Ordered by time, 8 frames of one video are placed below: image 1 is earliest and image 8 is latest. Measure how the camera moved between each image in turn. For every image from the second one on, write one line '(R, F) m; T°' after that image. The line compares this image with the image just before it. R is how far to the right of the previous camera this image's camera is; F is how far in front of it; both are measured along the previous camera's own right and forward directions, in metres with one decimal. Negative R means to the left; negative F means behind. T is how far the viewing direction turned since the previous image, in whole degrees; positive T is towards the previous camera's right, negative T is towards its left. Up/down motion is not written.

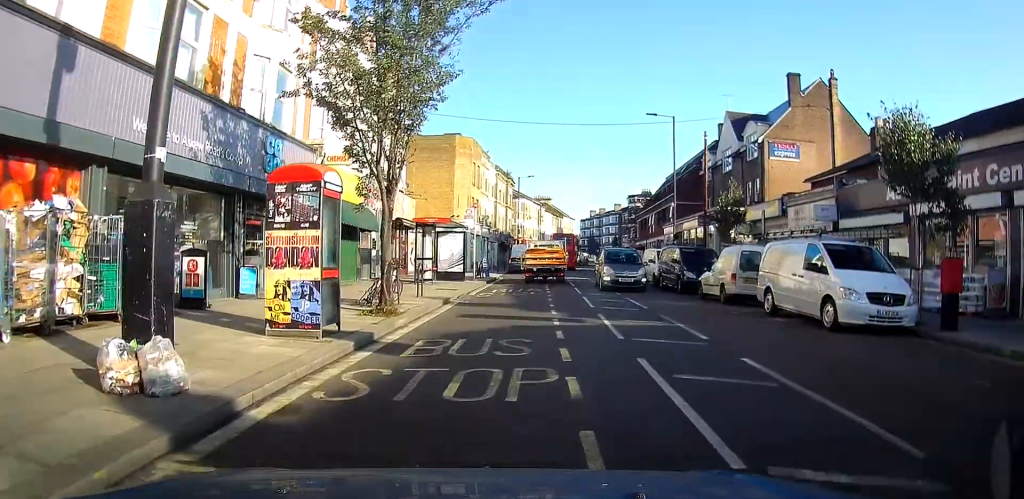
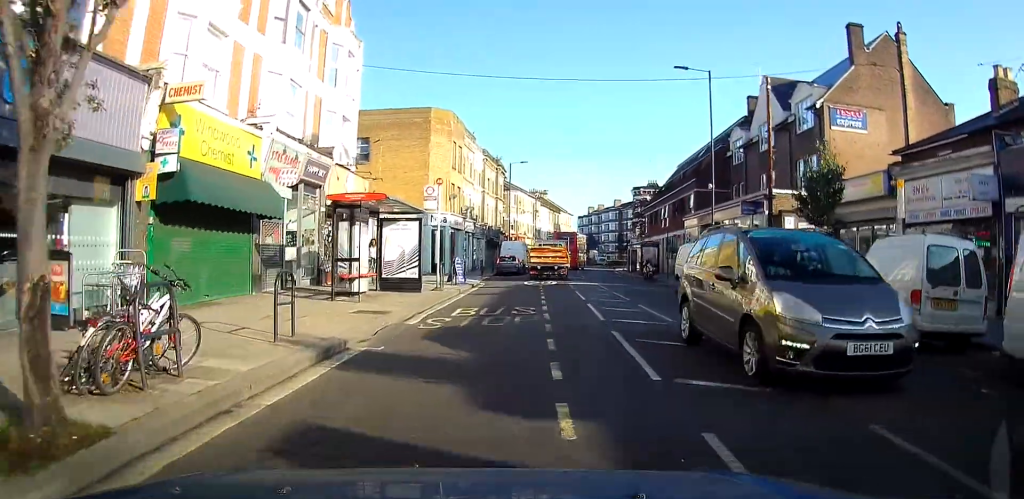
(-0.3, +9.3) m; -2°
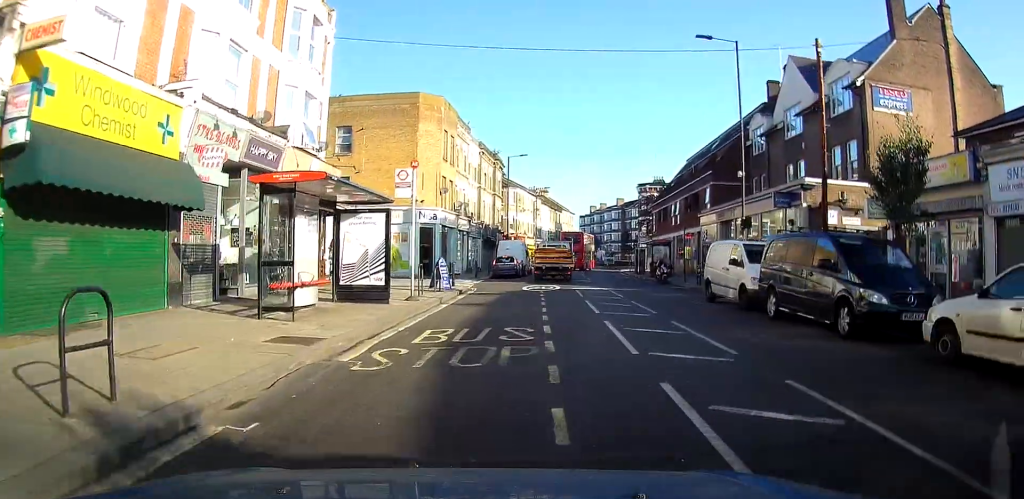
(0.0, +4.0) m; 0°
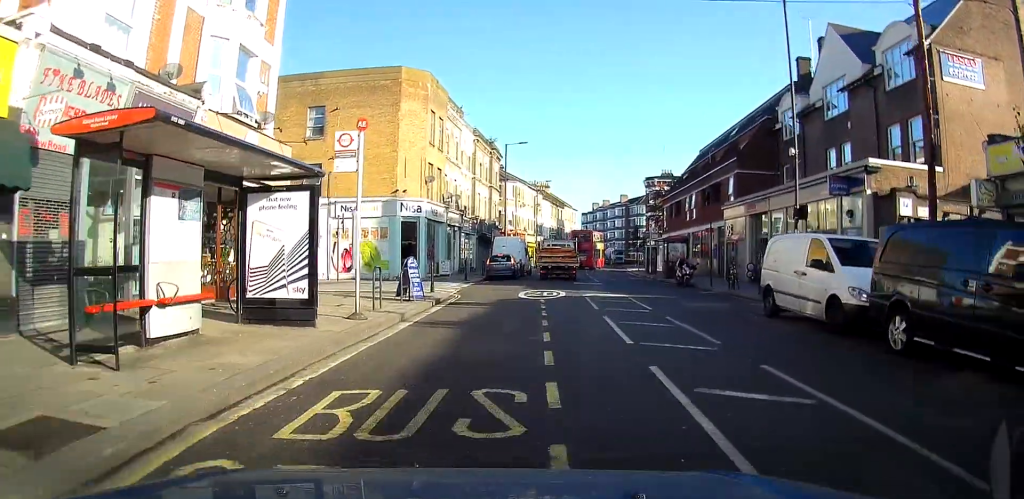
(0.0, +5.0) m; +1°
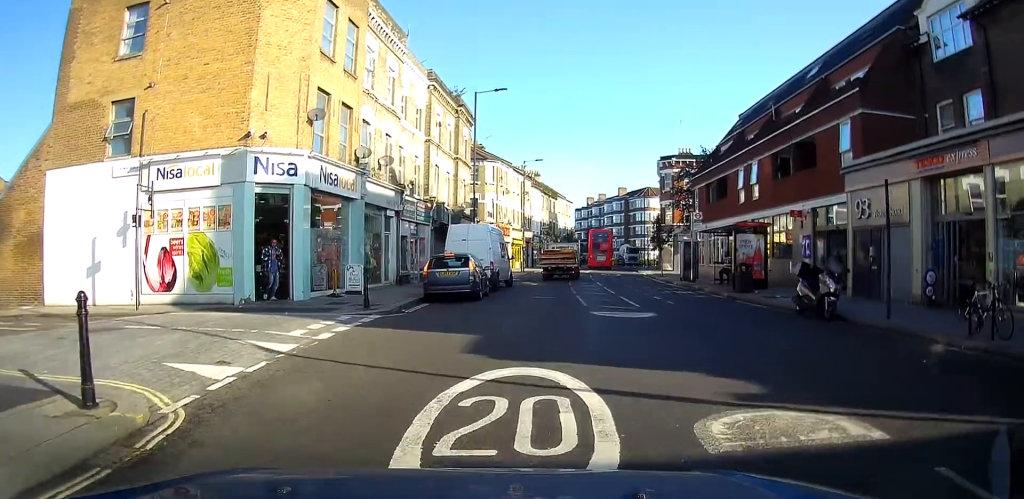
(+0.5, +15.8) m; +2°
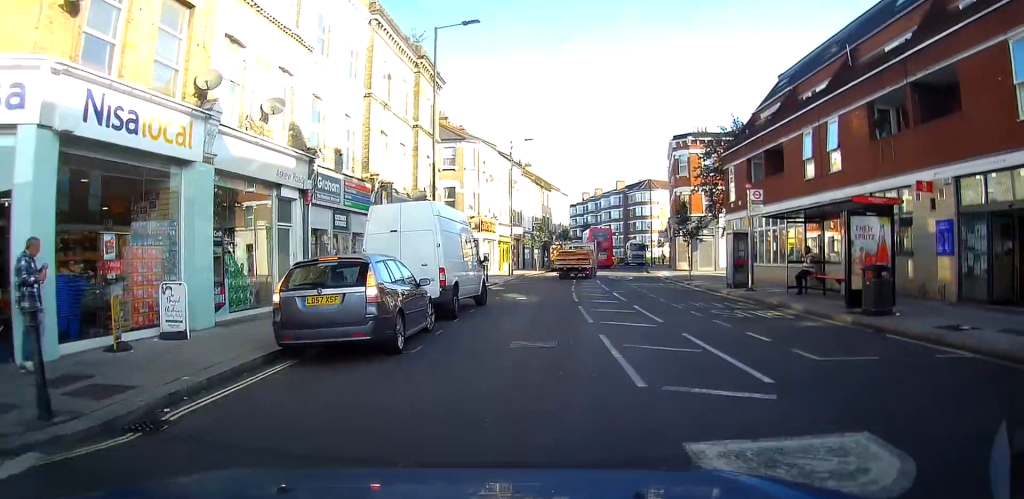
(0.0, +9.8) m; 0°
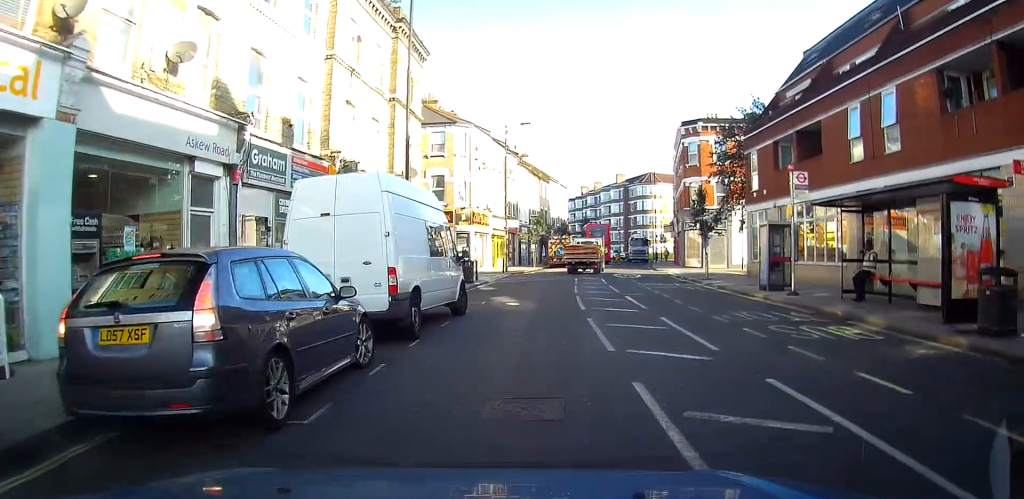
(0.0, +4.1) m; 0°
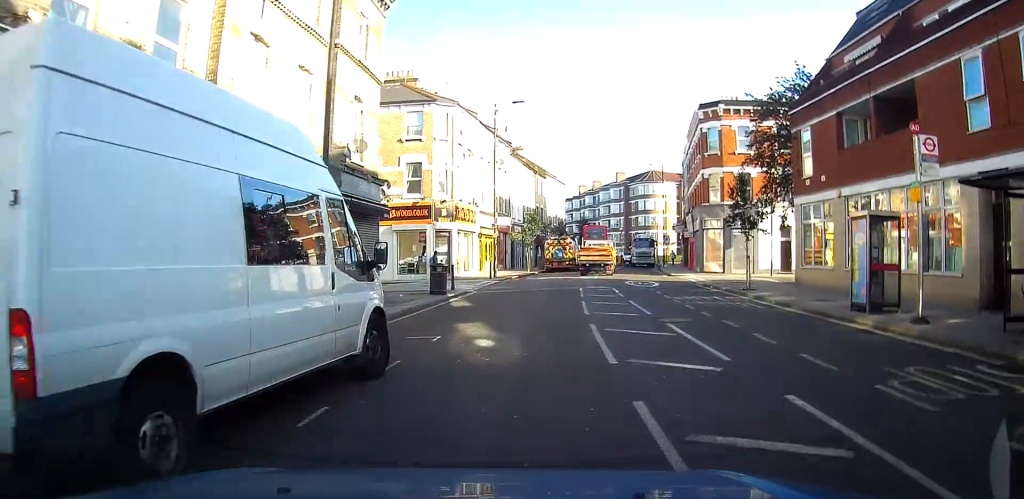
(0.0, +6.7) m; +1°
